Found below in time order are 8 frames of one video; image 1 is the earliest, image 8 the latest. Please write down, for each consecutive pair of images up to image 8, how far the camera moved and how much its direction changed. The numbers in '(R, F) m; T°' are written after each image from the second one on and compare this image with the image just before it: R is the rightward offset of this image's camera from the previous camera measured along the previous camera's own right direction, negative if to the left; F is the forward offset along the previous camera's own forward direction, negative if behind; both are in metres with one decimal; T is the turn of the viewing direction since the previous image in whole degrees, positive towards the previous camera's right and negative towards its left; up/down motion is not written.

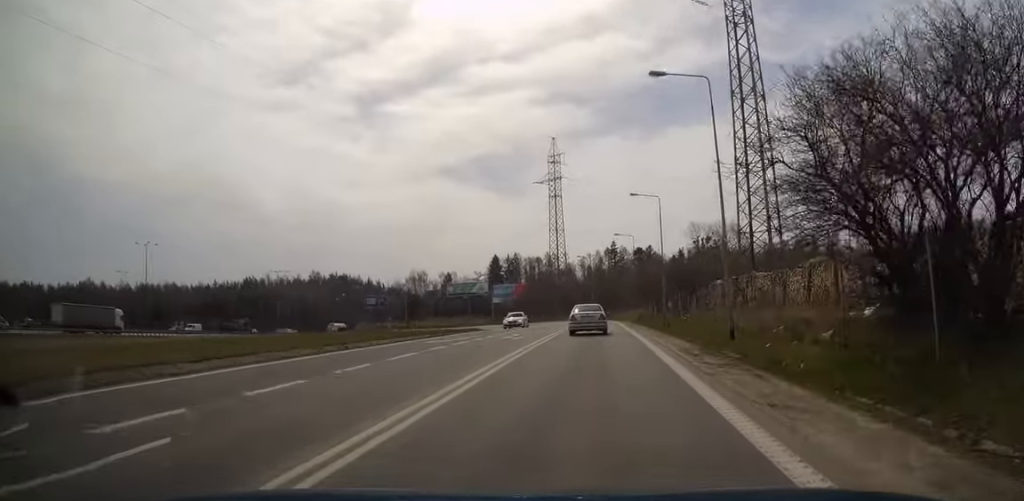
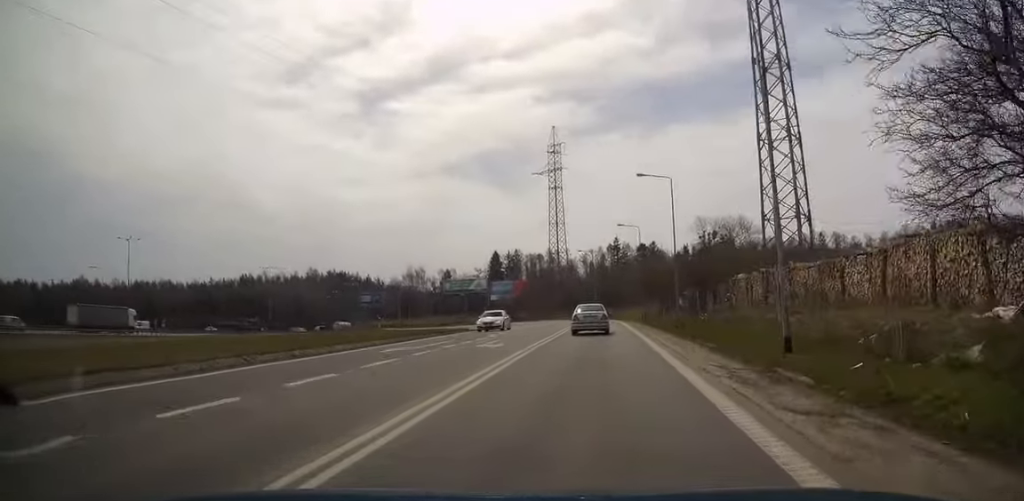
(0.0, +6.7) m; 0°
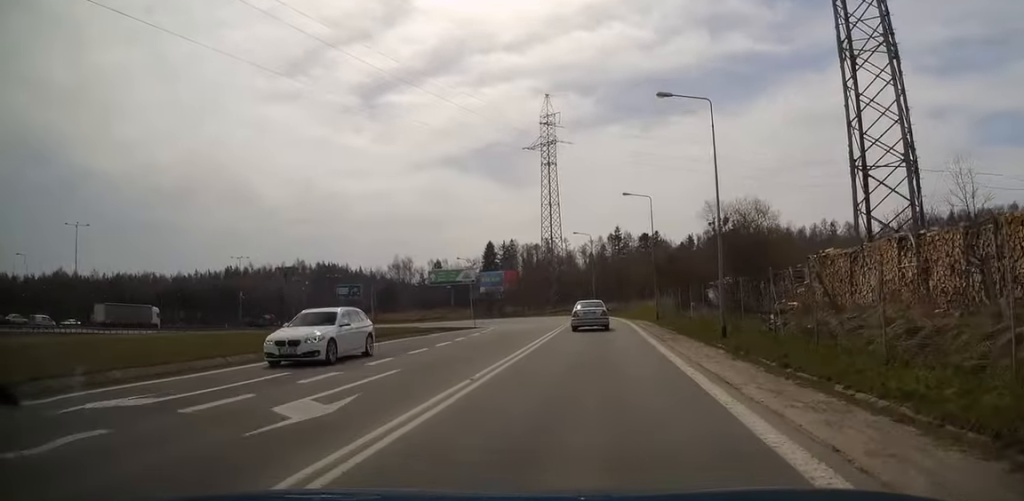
(-0.1, +15.6) m; 0°
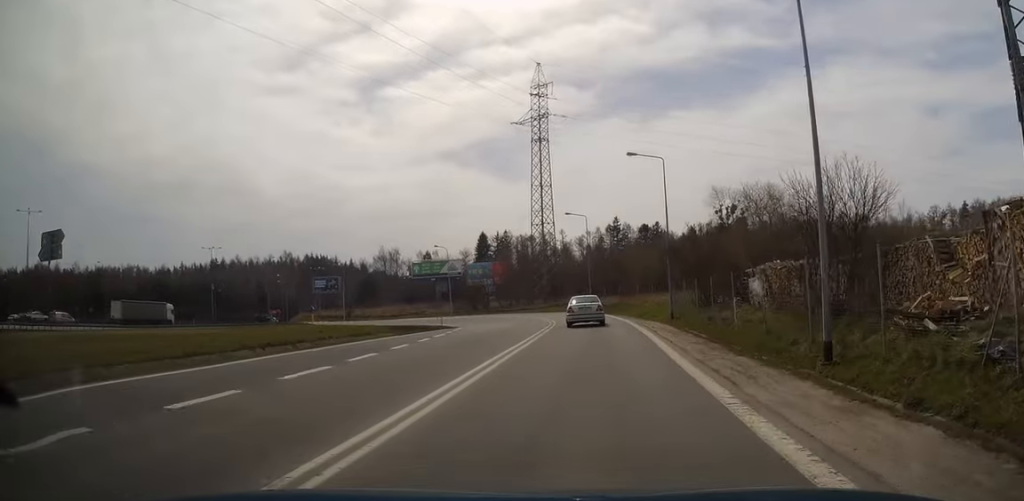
(0.0, +12.3) m; 0°
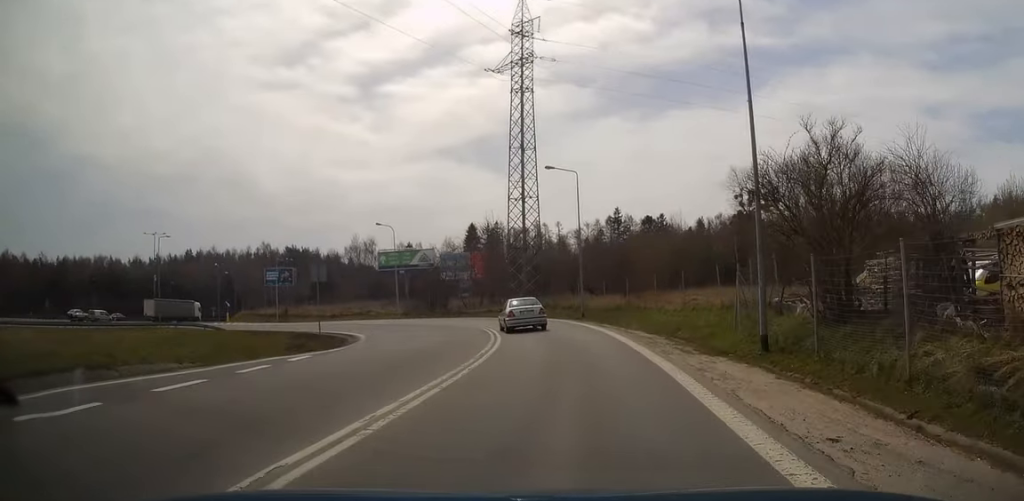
(0.0, +22.2) m; -1°
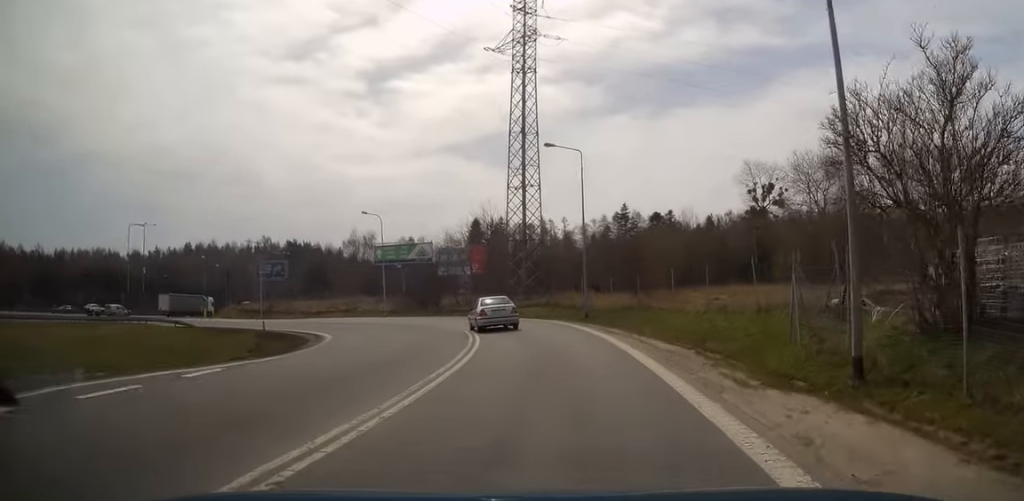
(-0.1, +5.6) m; -1°
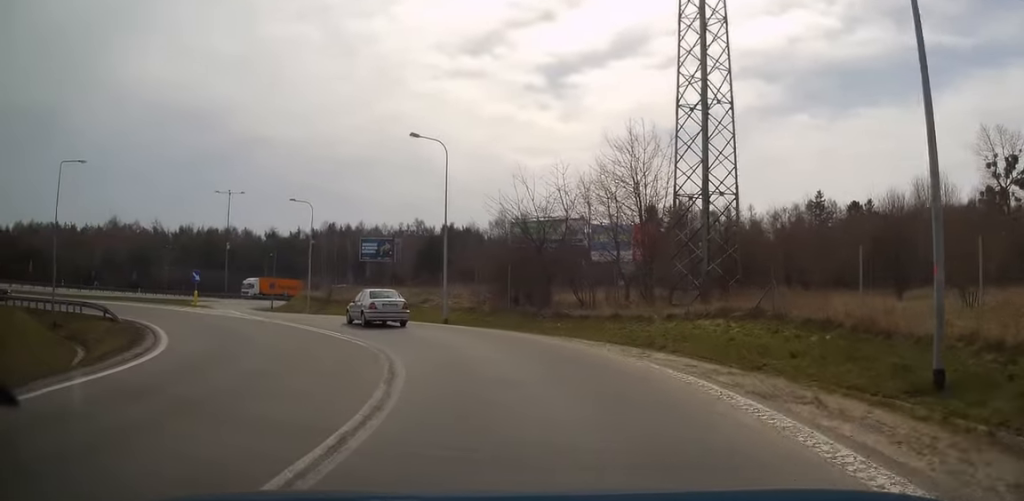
(-2.6, +26.9) m; -17°
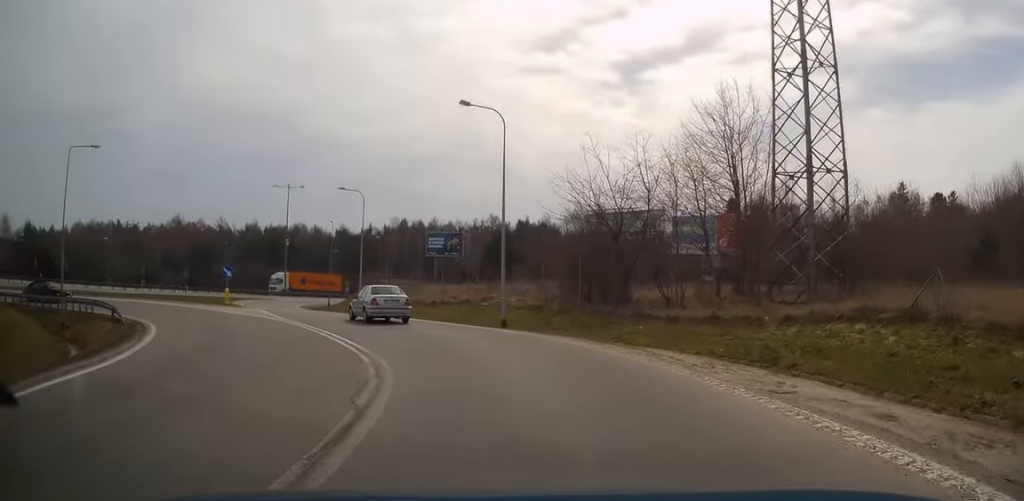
(+0.2, +5.4) m; -6°
